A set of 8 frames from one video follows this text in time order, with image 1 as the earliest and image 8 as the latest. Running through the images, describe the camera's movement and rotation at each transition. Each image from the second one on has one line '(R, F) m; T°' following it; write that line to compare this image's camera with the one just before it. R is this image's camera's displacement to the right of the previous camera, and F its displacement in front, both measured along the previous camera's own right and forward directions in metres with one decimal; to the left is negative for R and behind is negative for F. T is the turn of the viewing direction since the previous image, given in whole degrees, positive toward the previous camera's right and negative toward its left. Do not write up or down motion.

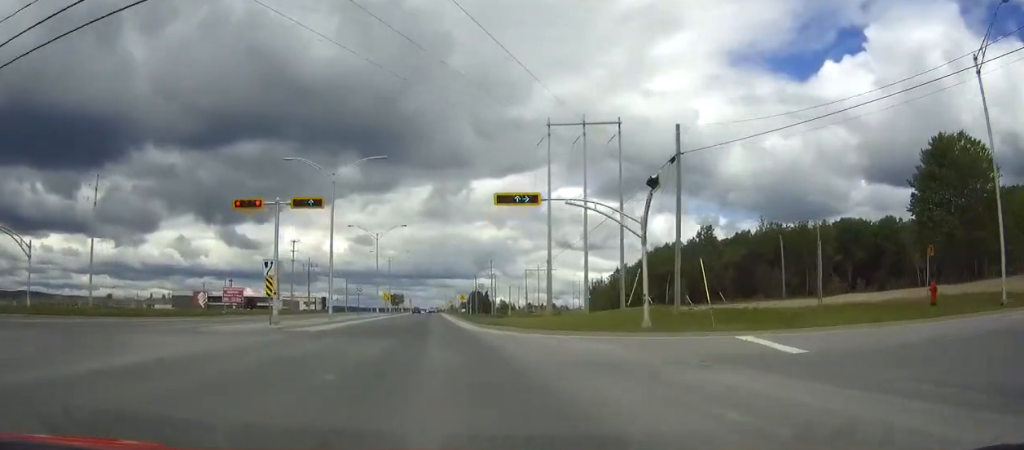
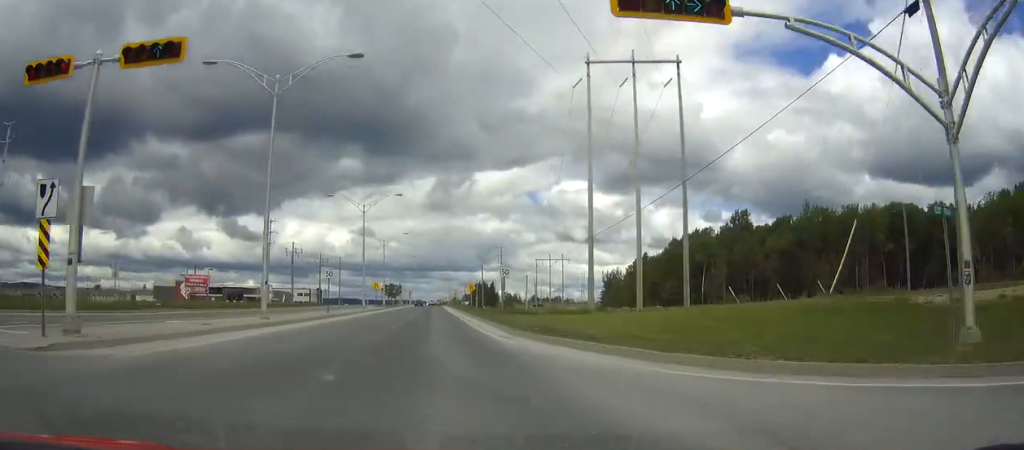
(0.0, +19.4) m; 0°
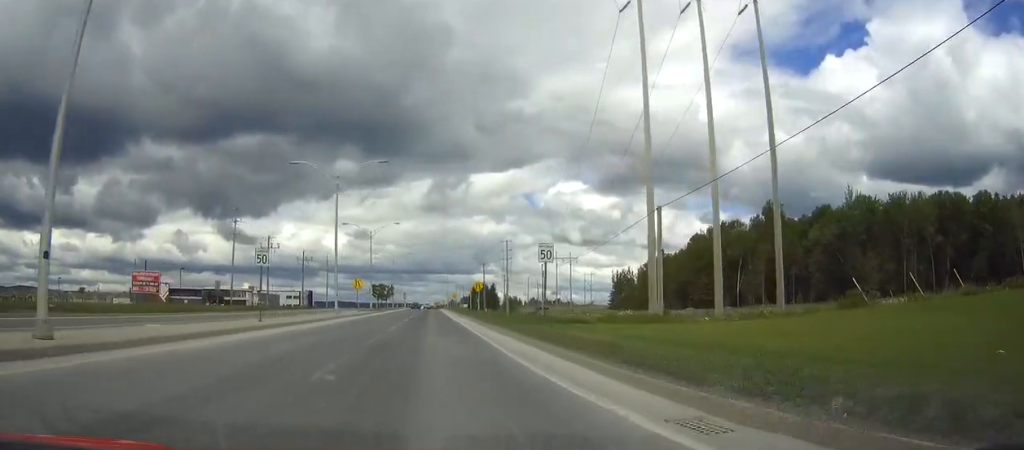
(+0.1, +17.2) m; 0°
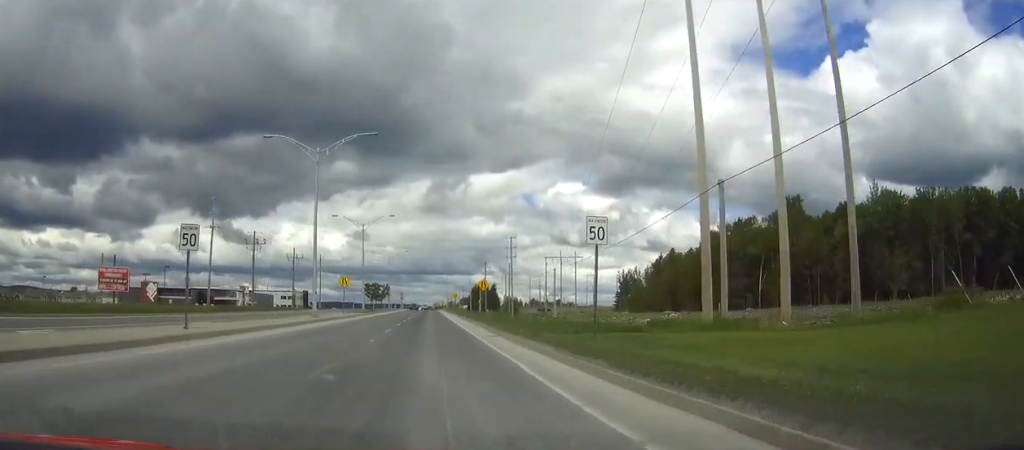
(-0.1, +8.6) m; 0°
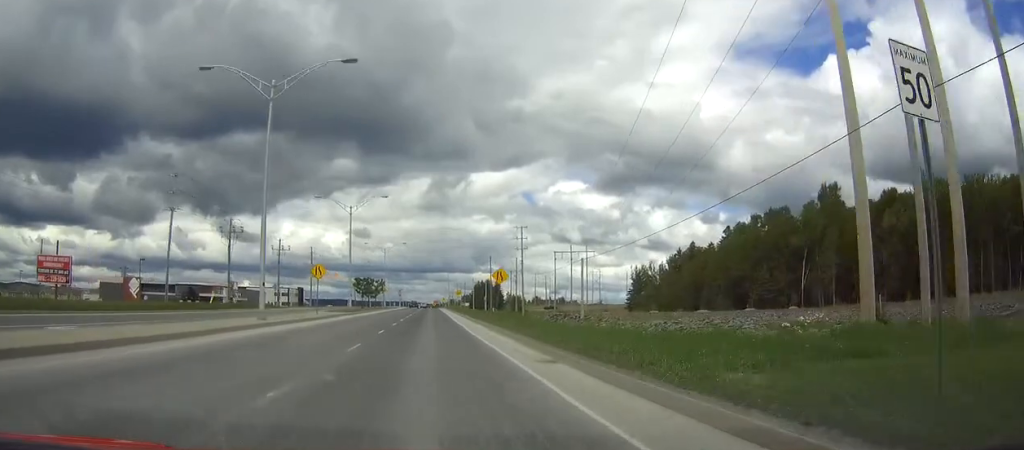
(0.0, +13.2) m; 0°
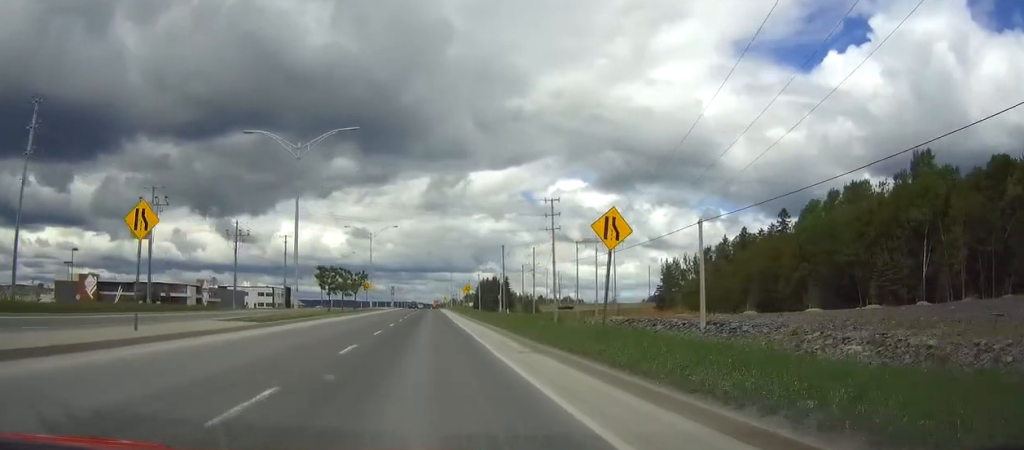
(0.0, +26.9) m; 0°
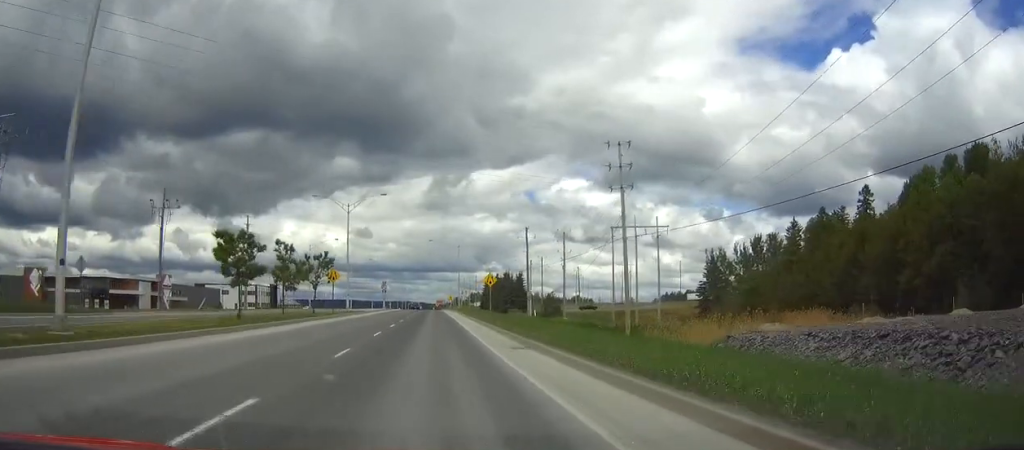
(0.0, +27.9) m; 0°
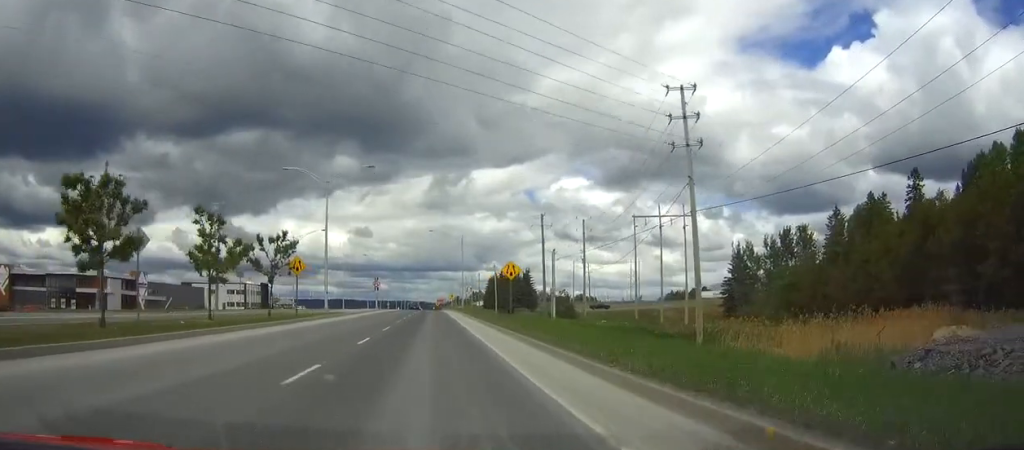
(0.0, +13.7) m; 0°
